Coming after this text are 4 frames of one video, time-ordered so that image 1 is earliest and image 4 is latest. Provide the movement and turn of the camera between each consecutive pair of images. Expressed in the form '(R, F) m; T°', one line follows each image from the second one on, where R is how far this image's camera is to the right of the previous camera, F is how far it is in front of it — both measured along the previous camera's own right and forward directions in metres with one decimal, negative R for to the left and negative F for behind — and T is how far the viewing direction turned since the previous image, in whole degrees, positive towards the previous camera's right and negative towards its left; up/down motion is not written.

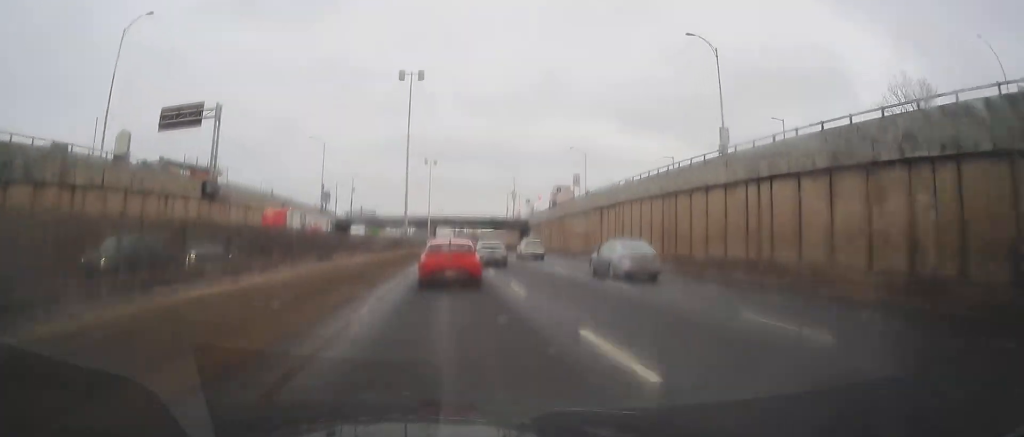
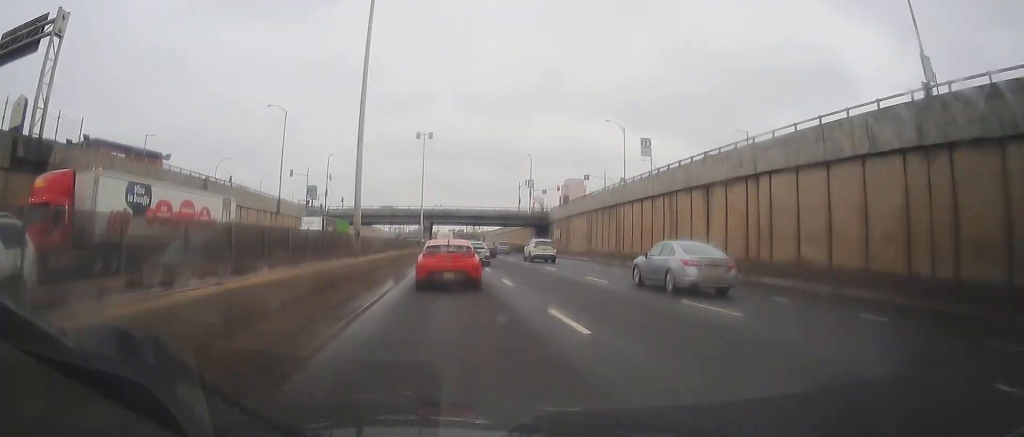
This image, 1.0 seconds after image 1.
(-0.2, +23.5) m; 0°
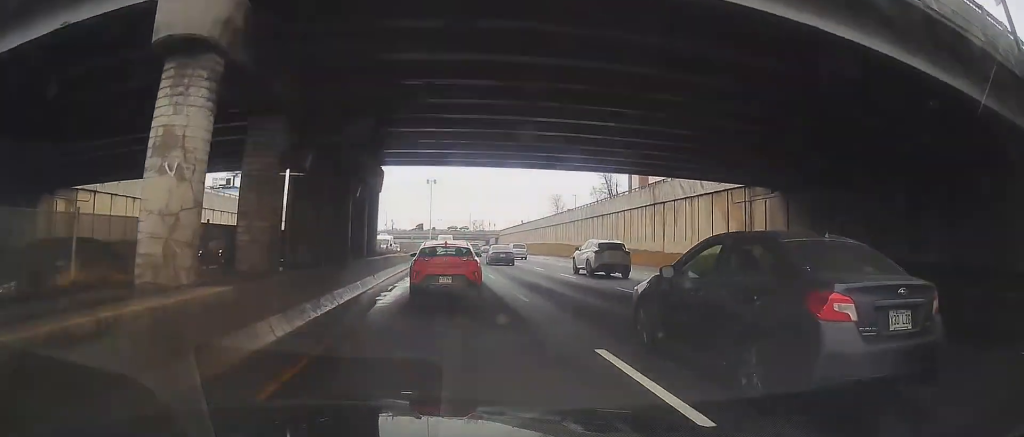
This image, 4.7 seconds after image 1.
(+0.5, +84.4) m; +2°
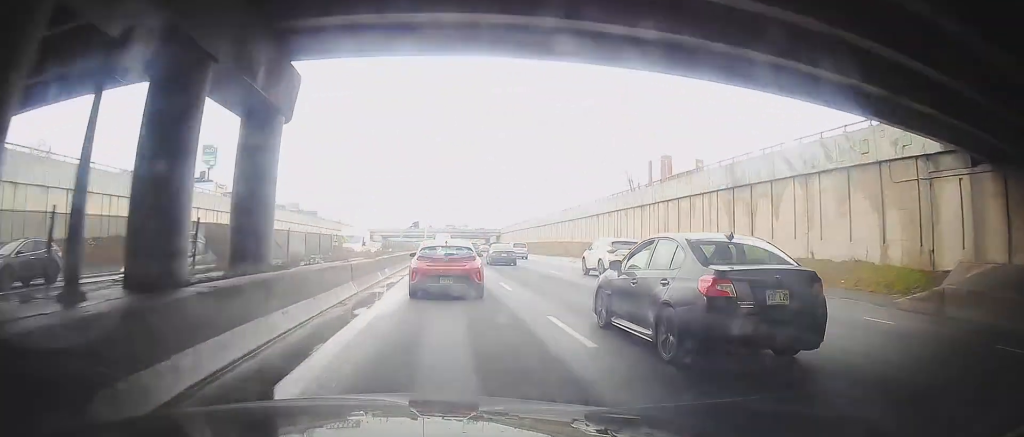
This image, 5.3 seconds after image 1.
(0.0, +14.1) m; 0°
